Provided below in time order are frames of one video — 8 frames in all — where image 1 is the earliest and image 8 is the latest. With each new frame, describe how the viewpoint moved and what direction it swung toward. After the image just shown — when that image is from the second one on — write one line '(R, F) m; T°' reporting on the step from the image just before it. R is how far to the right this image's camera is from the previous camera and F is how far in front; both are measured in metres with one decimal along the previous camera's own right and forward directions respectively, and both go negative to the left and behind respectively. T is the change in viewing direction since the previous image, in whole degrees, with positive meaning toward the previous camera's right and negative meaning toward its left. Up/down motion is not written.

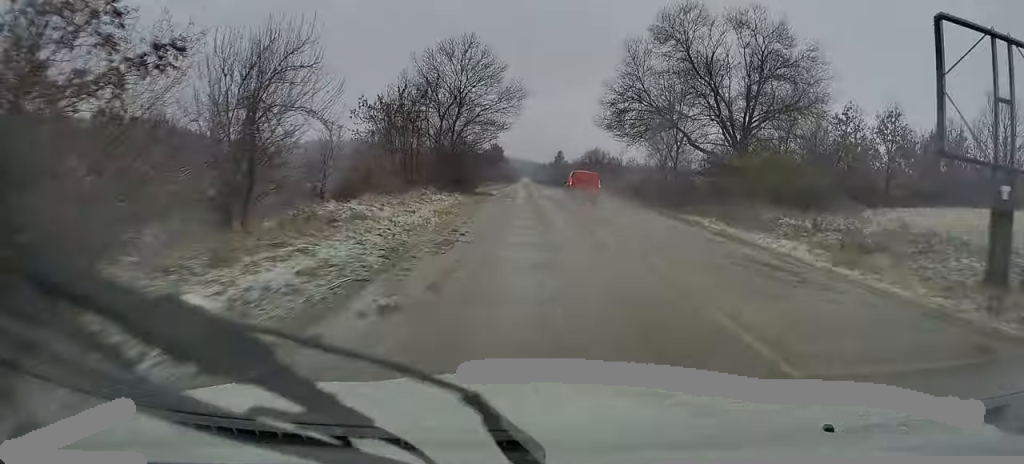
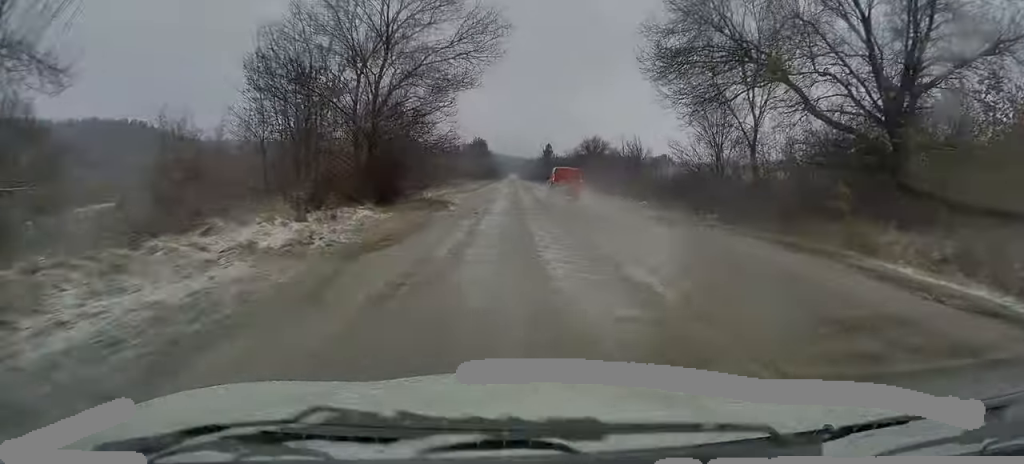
(+0.5, +19.5) m; +1°
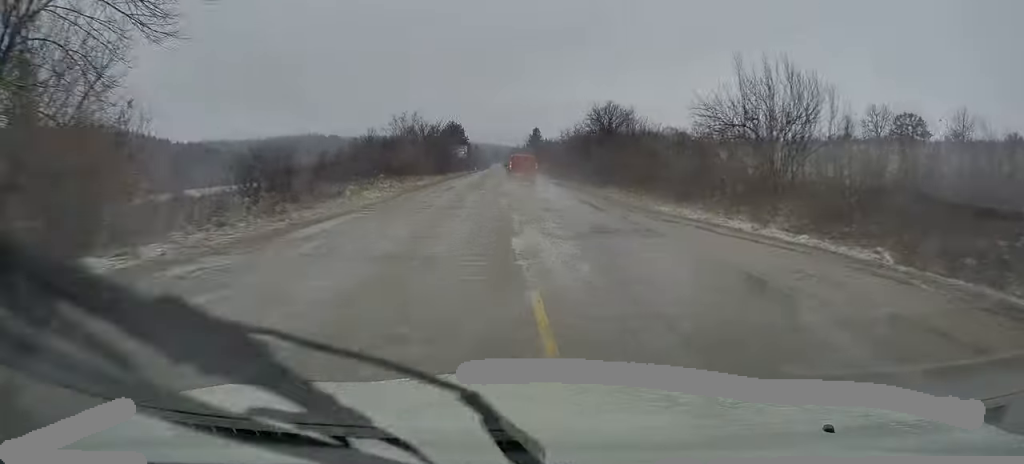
(+0.2, +33.8) m; +1°
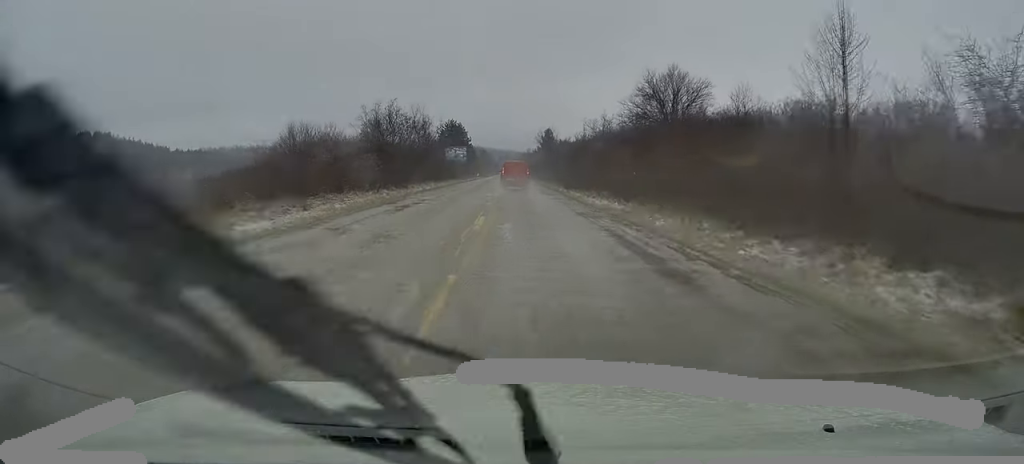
(-0.1, +25.2) m; -1°
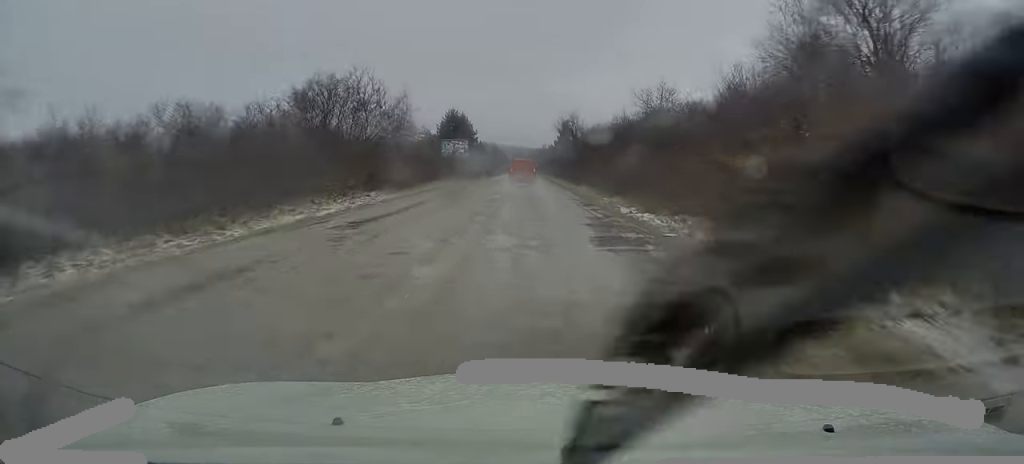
(-0.1, +24.1) m; -1°
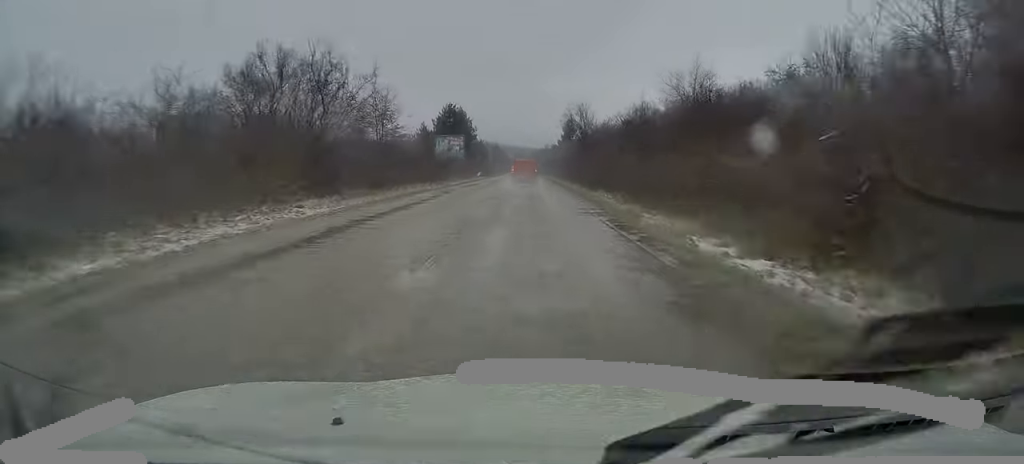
(0.0, +8.6) m; 0°
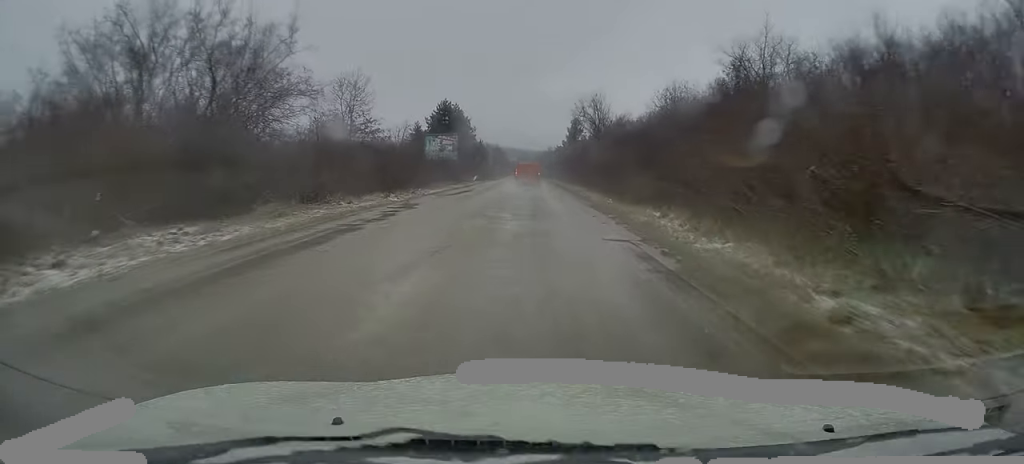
(-0.1, +10.9) m; 0°
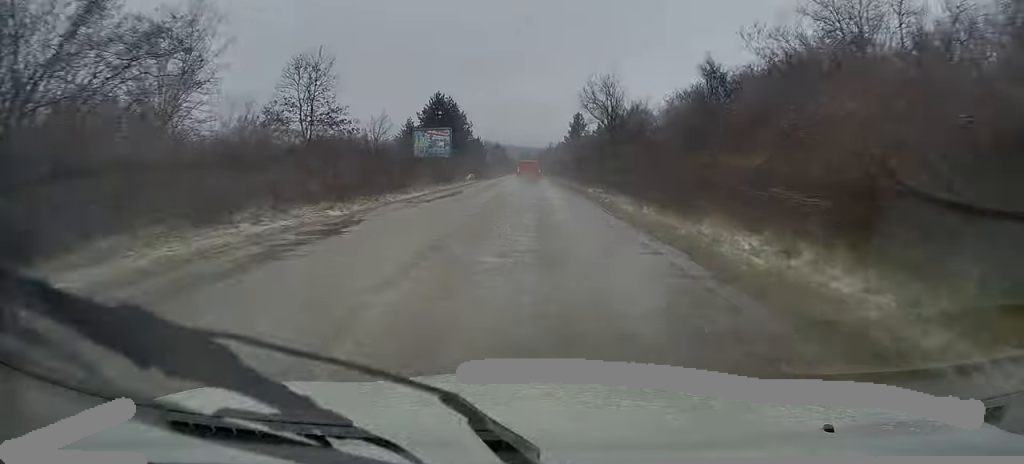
(0.0, +8.5) m; 0°
